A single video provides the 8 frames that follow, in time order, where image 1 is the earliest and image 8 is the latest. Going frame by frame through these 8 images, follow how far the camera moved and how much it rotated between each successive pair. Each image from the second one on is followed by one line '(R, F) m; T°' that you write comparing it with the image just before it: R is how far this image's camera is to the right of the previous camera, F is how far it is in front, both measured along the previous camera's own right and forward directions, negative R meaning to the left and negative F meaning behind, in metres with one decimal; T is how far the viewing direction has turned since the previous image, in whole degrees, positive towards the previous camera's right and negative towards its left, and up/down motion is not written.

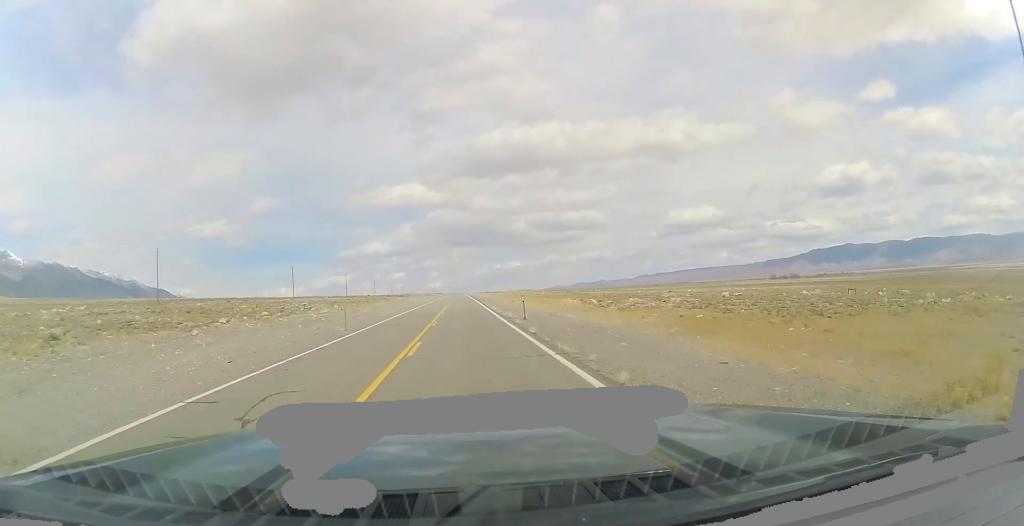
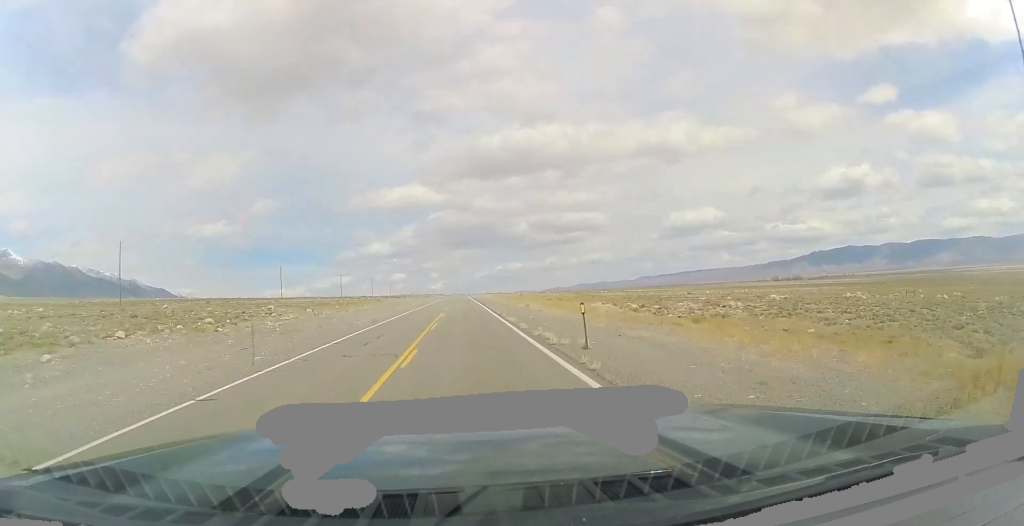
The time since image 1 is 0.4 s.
(+0.1, +13.9) m; 0°
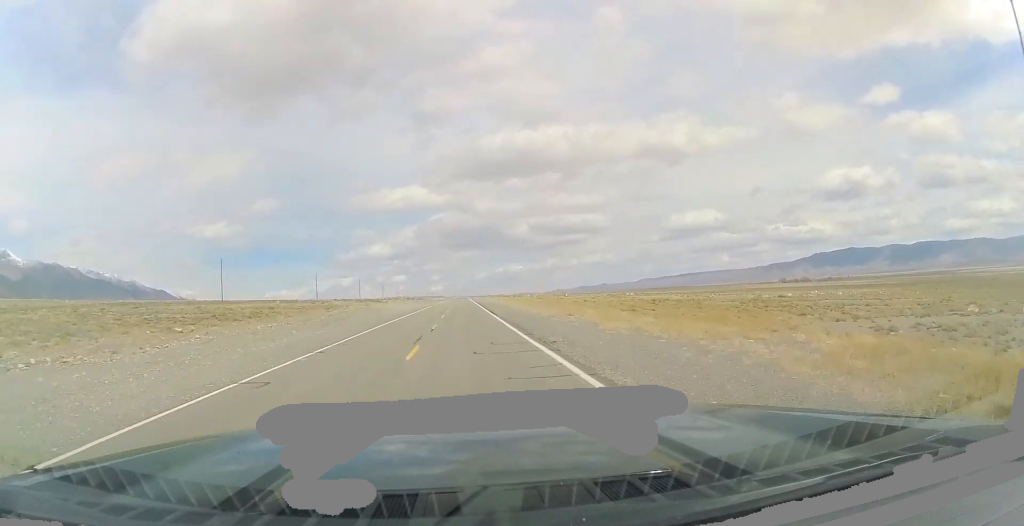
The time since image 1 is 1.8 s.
(-0.2, +47.4) m; 0°
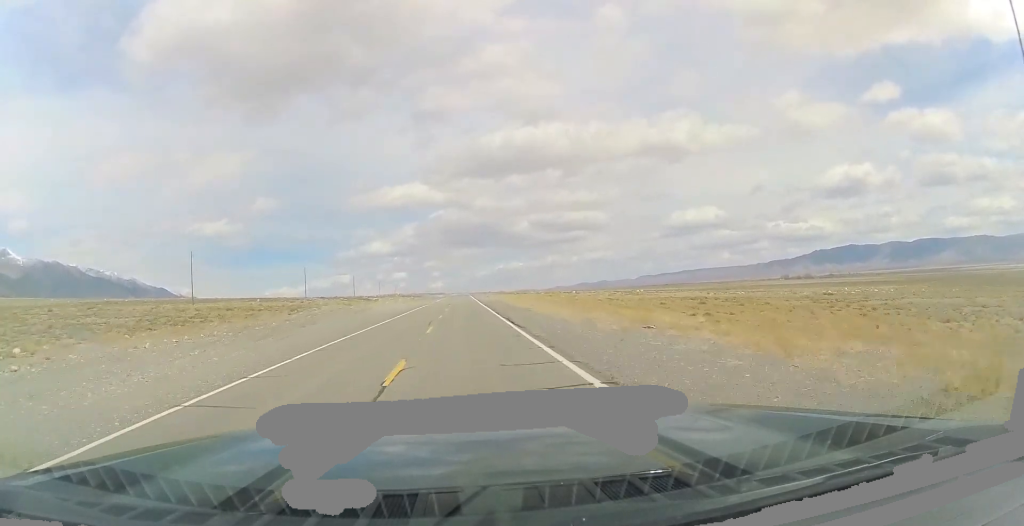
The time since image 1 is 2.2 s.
(+0.2, +16.2) m; 0°
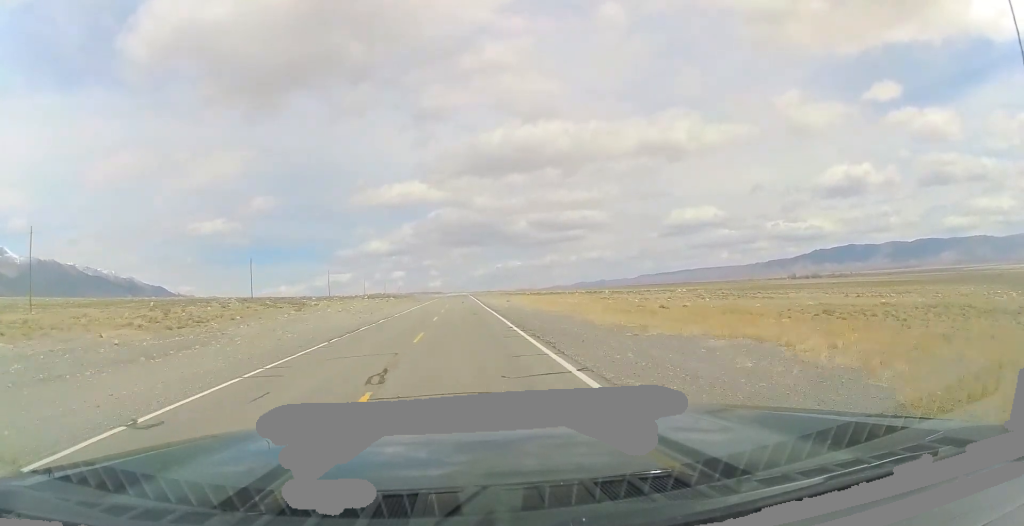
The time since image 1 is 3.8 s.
(-0.4, +53.5) m; 0°
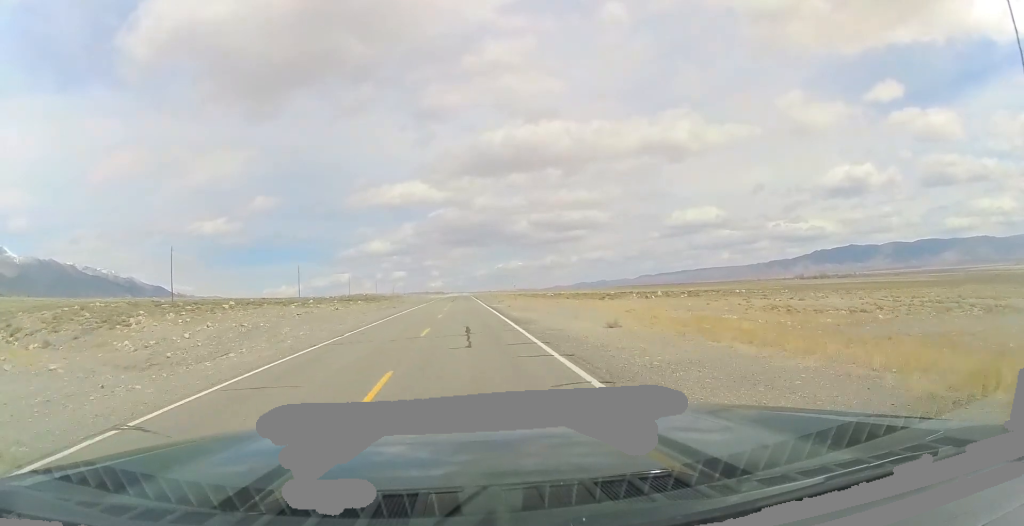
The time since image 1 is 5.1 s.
(-0.1, +46.5) m; 0°
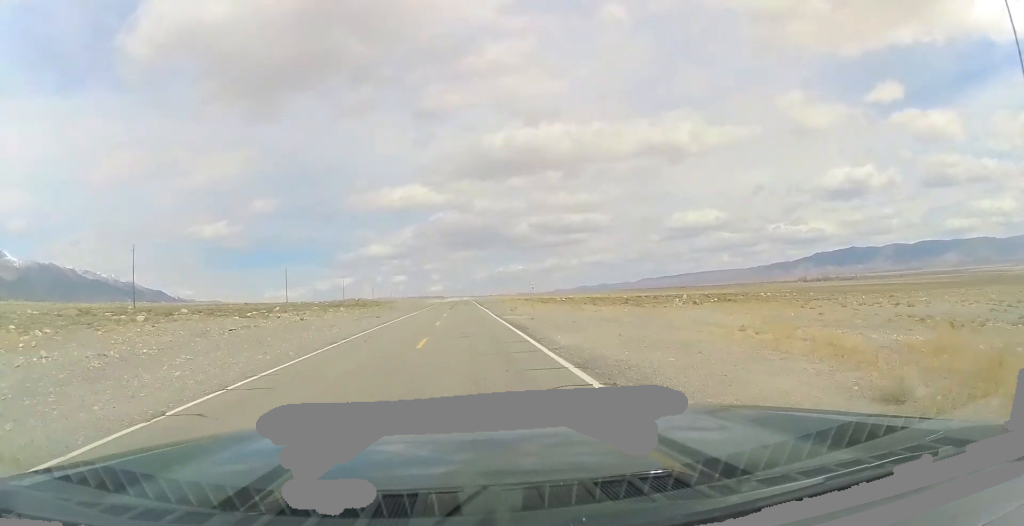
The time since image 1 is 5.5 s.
(0.0, +15.1) m; 0°
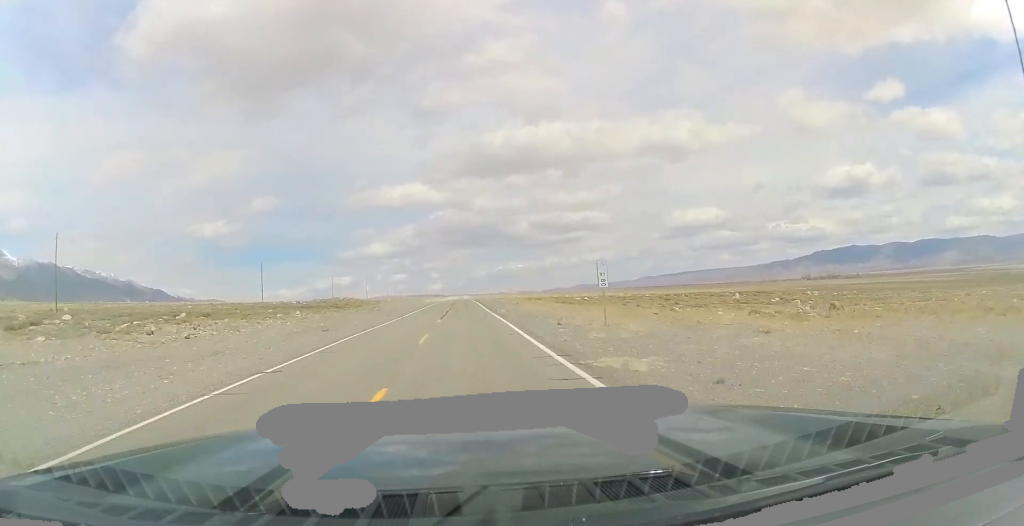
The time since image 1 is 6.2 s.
(+0.4, +23.2) m; 0°
